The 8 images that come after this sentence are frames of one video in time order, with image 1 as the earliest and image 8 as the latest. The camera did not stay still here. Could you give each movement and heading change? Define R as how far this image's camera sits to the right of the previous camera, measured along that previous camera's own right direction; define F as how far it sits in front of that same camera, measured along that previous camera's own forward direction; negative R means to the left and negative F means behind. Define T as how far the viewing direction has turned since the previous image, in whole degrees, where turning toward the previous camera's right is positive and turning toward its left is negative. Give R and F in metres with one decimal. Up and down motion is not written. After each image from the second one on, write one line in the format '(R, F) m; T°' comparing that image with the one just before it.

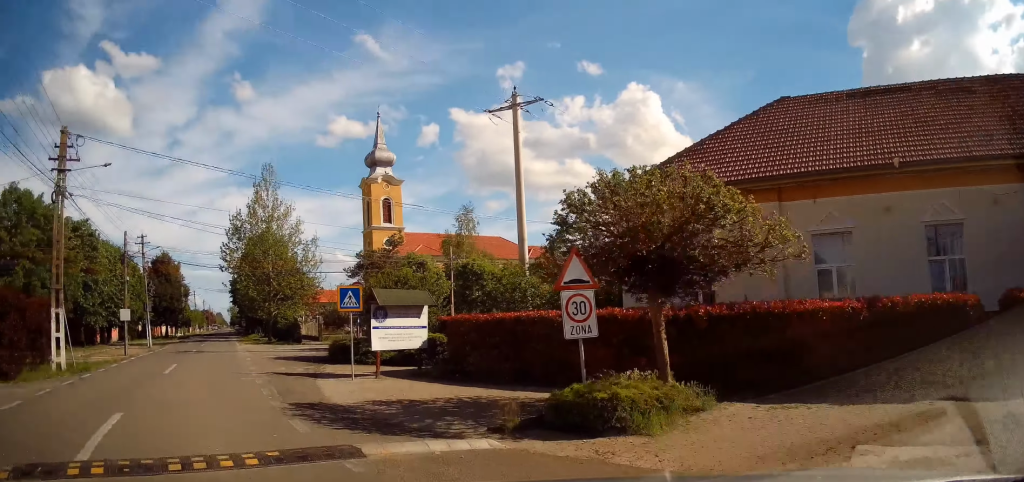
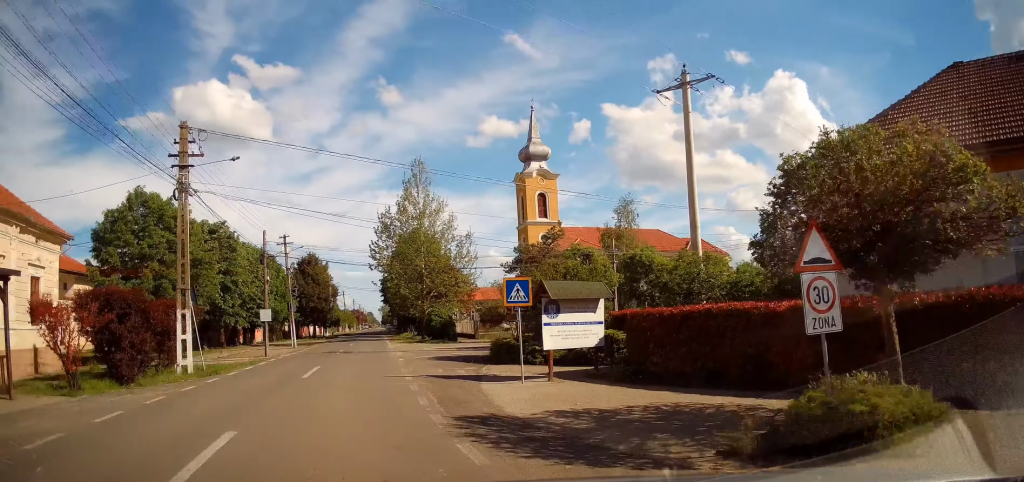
(-0.1, +1.5) m; -13°
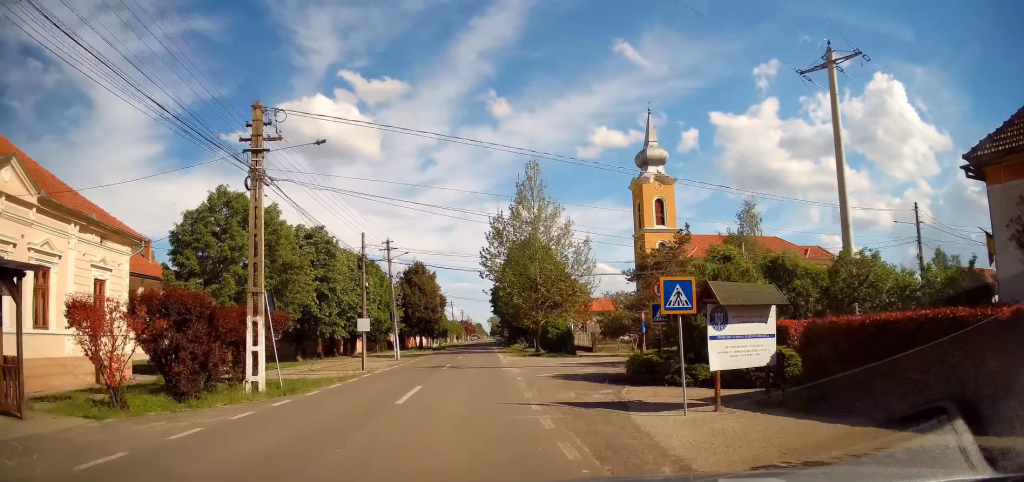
(-0.7, +2.8) m; -7°
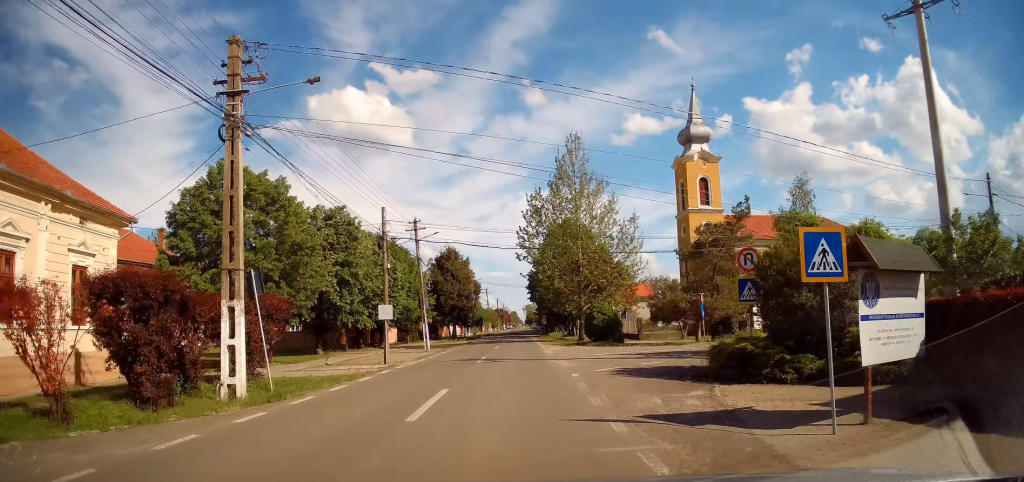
(+0.4, +3.6) m; +4°
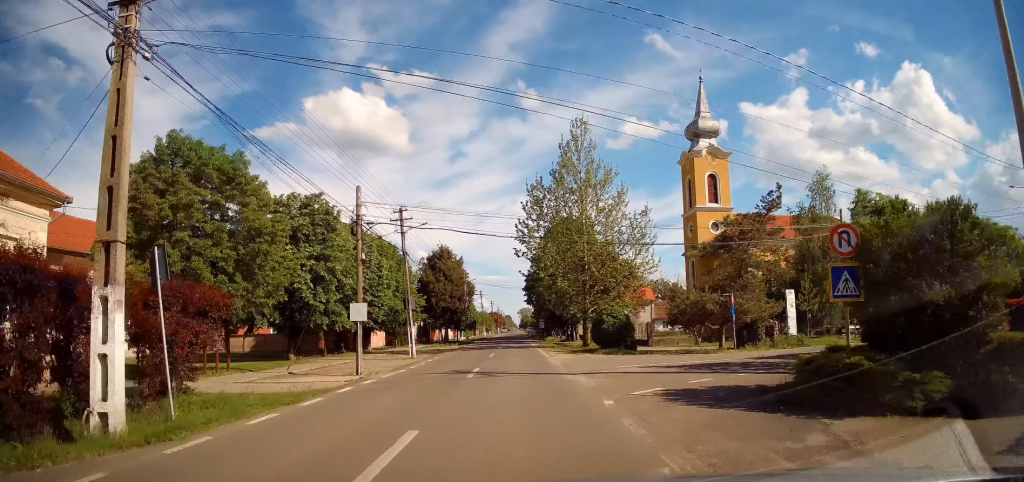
(-0.2, +4.4) m; -3°
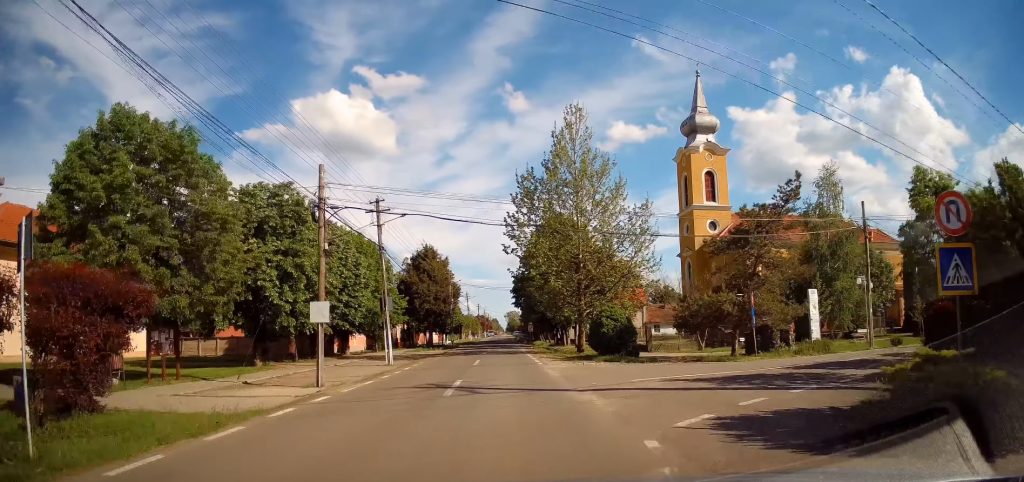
(0.0, +3.0) m; +1°
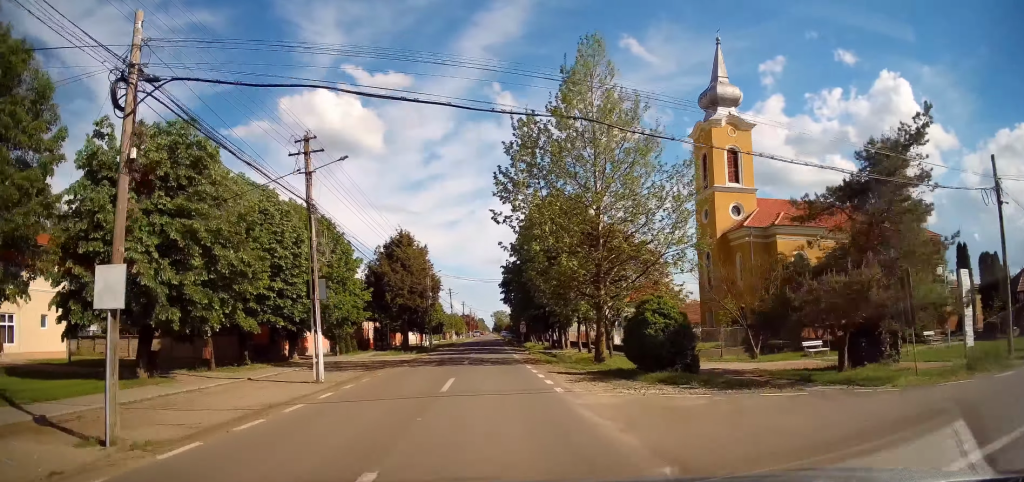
(+0.3, +8.4) m; +1°
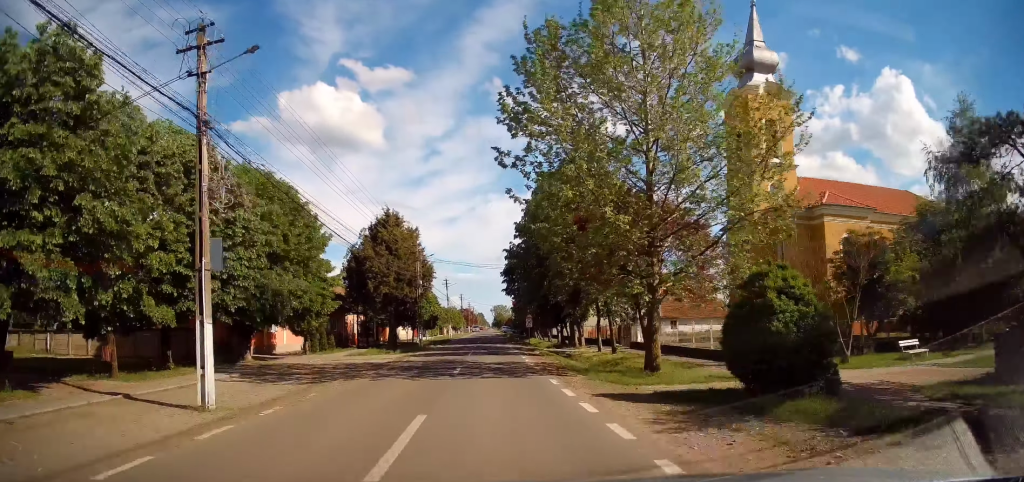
(-0.2, +6.9) m; 0°
